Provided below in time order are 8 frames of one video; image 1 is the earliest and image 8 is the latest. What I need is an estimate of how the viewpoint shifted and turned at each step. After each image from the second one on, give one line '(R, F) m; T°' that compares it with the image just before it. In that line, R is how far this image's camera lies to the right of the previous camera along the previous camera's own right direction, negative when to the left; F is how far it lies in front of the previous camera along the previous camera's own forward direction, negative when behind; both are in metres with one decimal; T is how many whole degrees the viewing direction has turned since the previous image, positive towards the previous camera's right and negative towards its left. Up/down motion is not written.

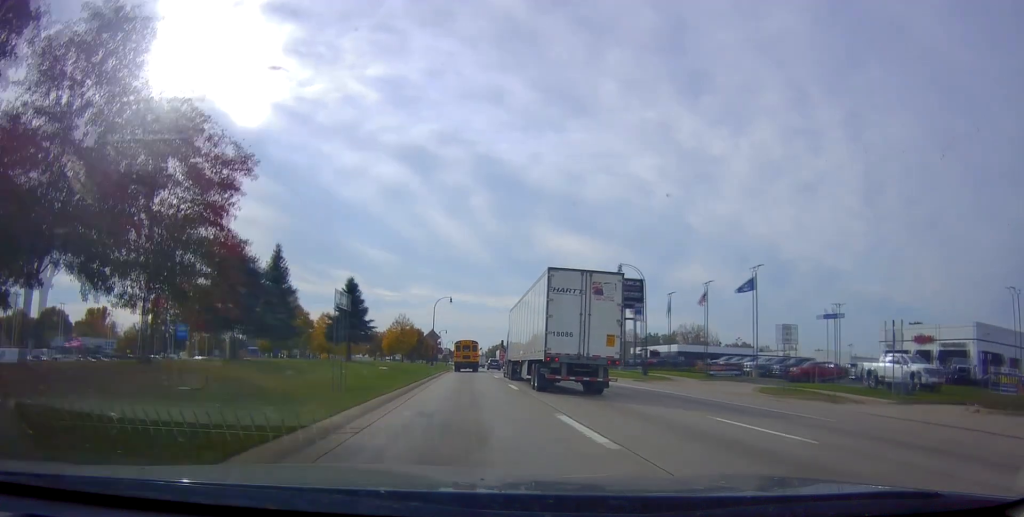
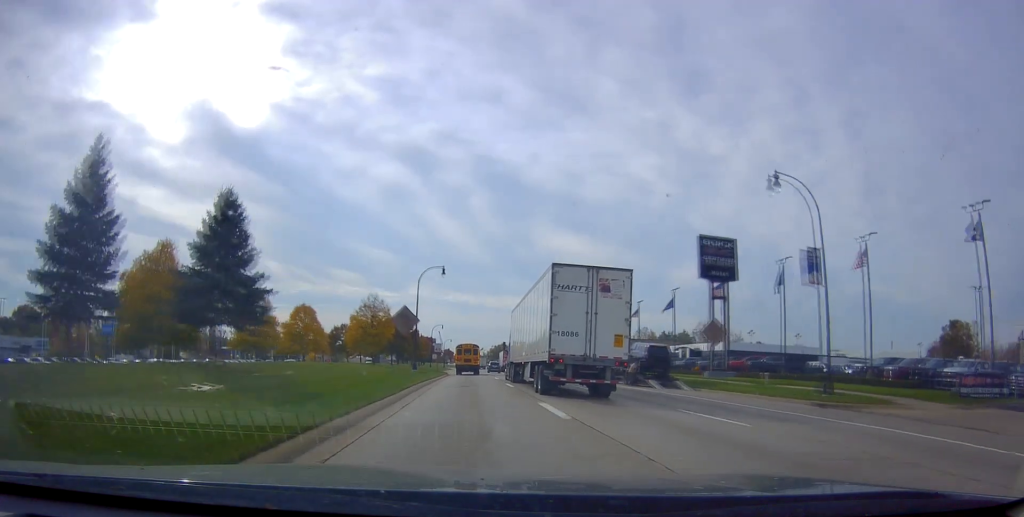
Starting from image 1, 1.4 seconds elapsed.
(-0.1, +26.2) m; -2°
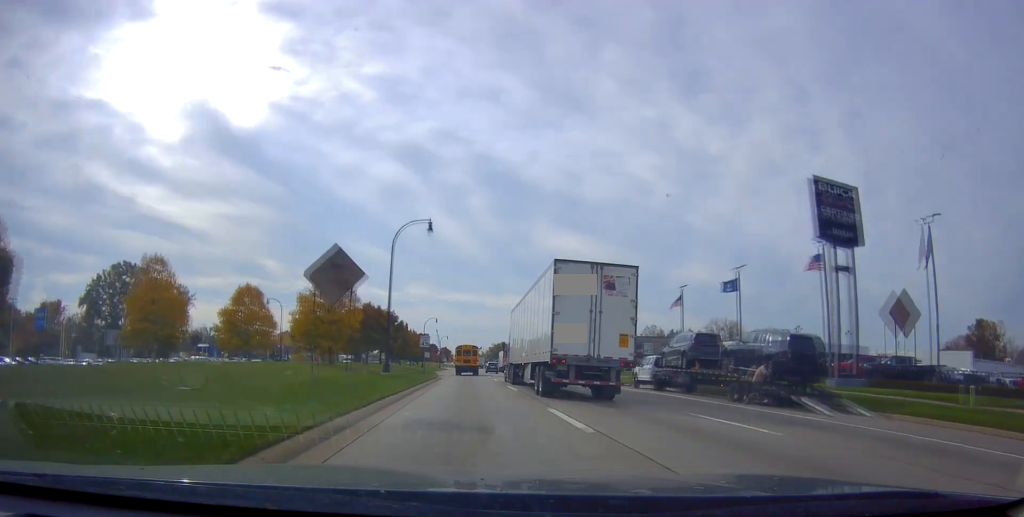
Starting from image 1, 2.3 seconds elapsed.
(-0.6, +17.3) m; 0°
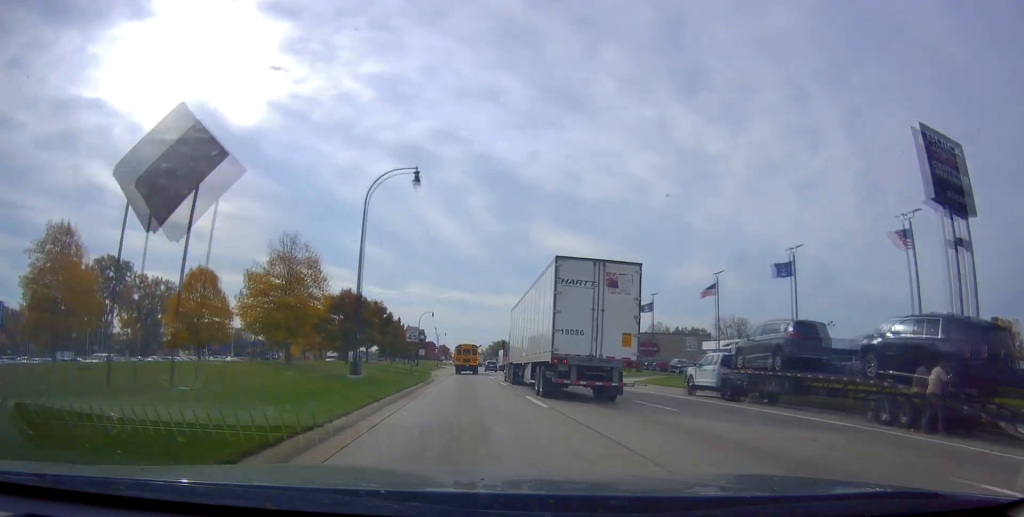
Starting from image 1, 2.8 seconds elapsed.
(+0.4, +9.6) m; +1°
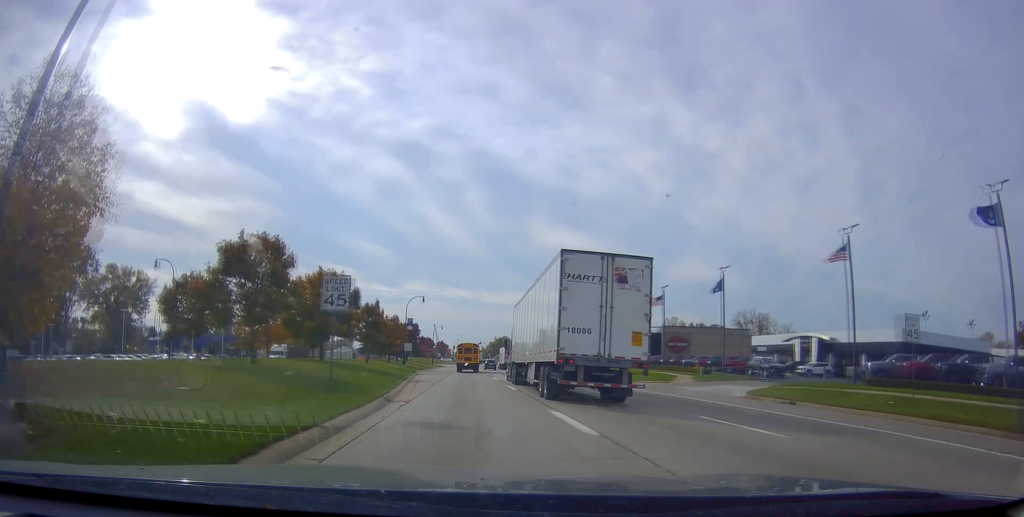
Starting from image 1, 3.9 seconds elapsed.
(+0.1, +21.1) m; +1°
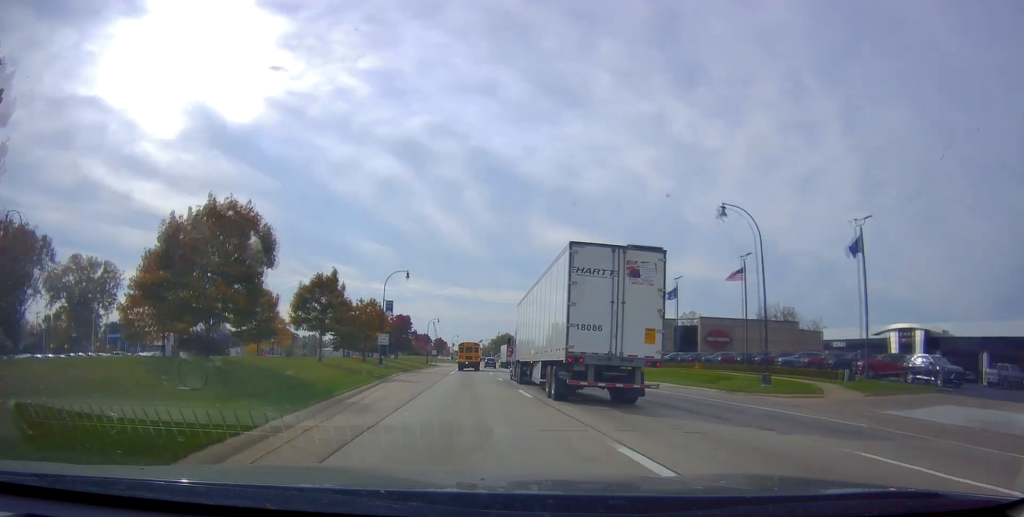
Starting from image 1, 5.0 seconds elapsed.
(+0.2, +21.0) m; +1°
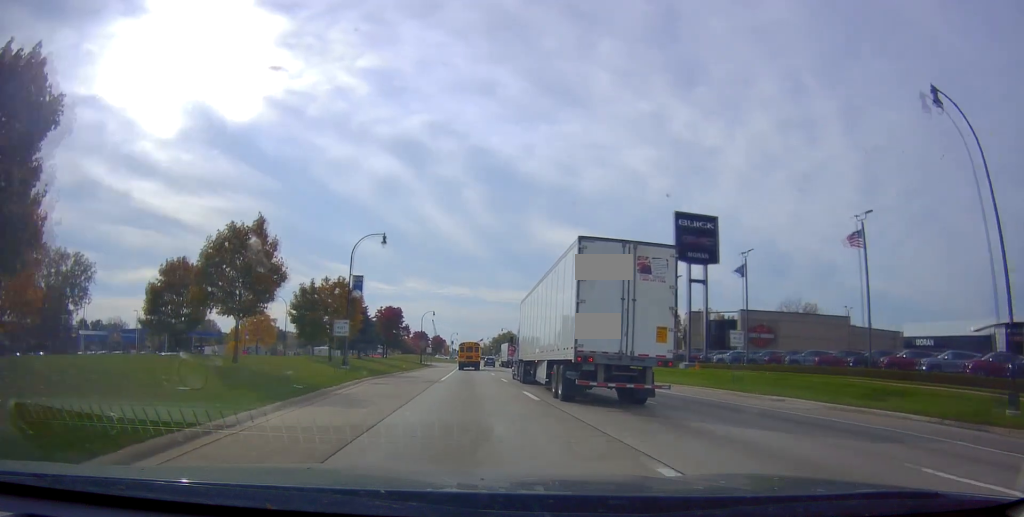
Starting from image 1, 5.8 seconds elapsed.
(+0.1, +16.6) m; -1°
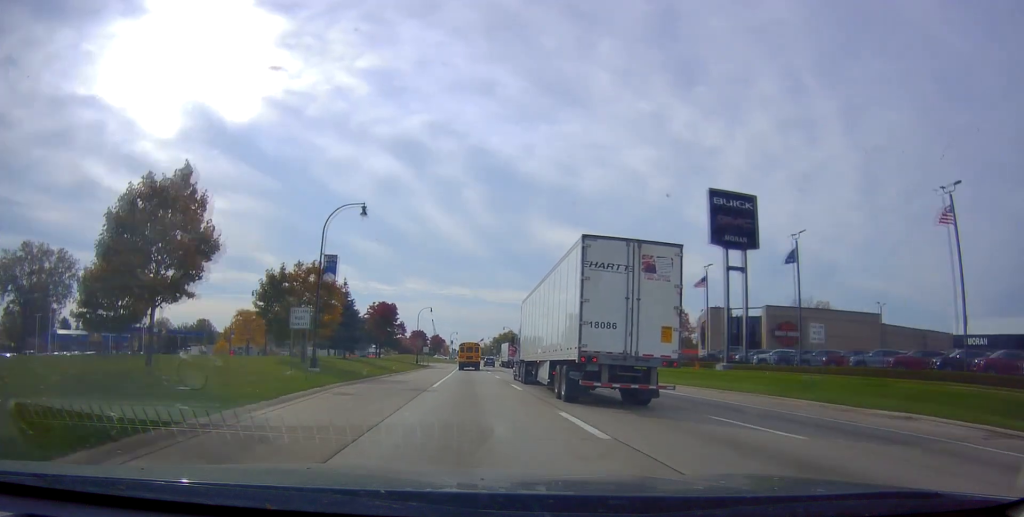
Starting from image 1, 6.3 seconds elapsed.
(+0.1, +8.3) m; -1°
